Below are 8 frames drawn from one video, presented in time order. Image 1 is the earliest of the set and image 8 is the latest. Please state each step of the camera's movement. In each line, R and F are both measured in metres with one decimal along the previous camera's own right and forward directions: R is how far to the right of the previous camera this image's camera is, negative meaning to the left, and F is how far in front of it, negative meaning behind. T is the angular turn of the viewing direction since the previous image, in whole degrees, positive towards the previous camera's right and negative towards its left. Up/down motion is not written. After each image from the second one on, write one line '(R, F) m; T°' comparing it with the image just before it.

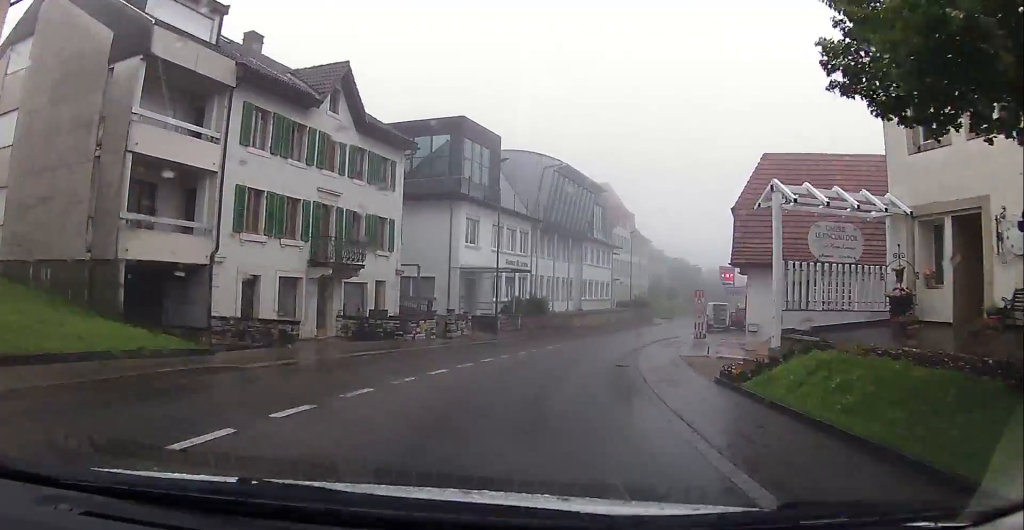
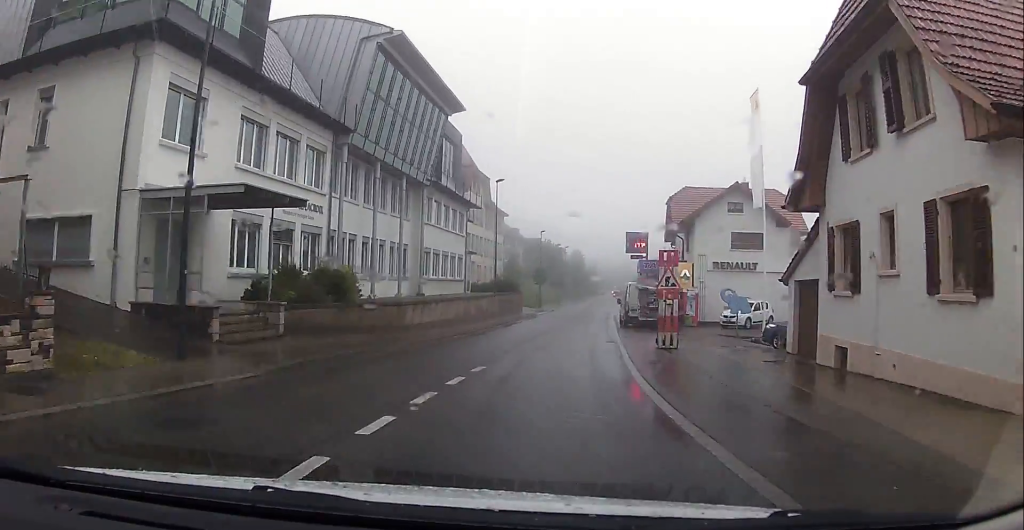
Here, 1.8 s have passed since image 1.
(+2.8, +21.8) m; +16°
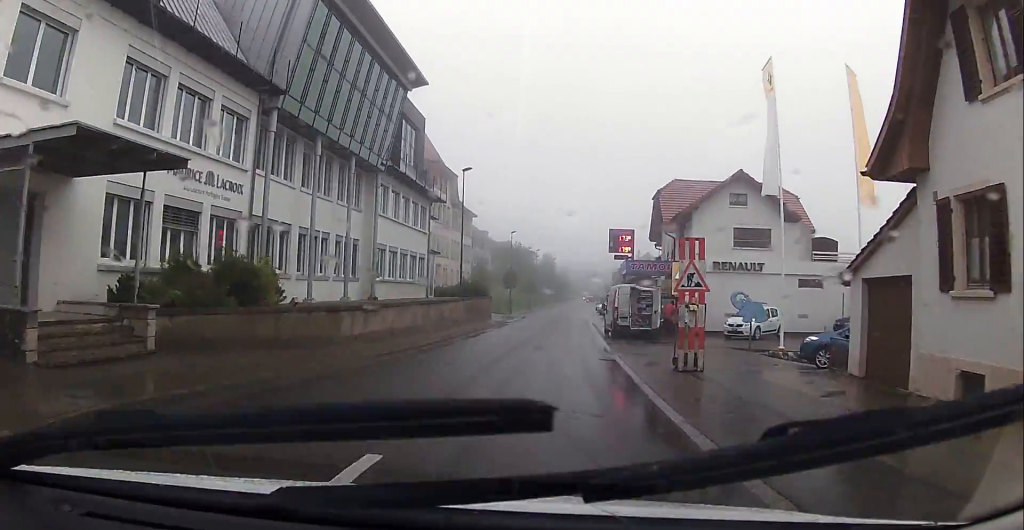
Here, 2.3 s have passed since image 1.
(+0.6, +5.5) m; +2°
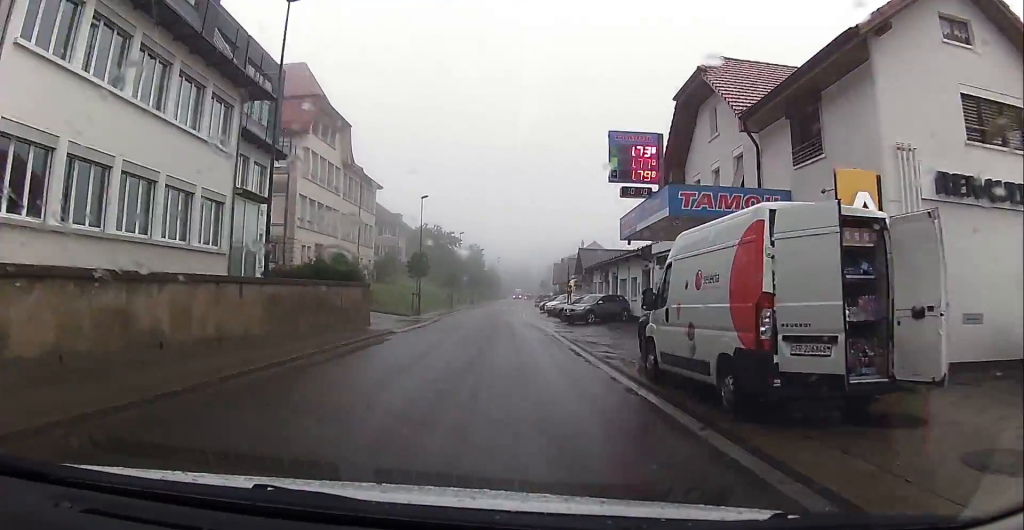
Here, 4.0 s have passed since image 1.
(+0.6, +23.6) m; +2°
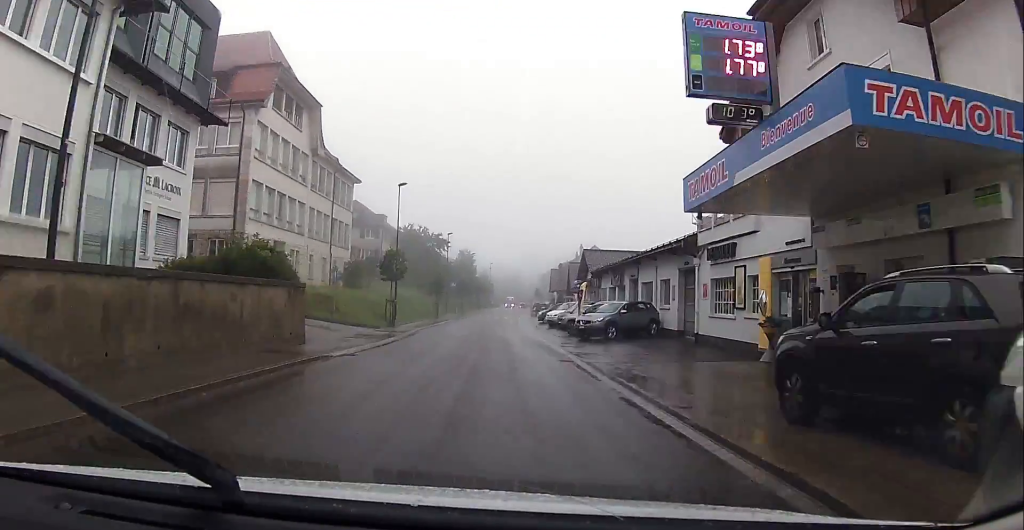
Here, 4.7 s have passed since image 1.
(-0.2, +8.8) m; +2°
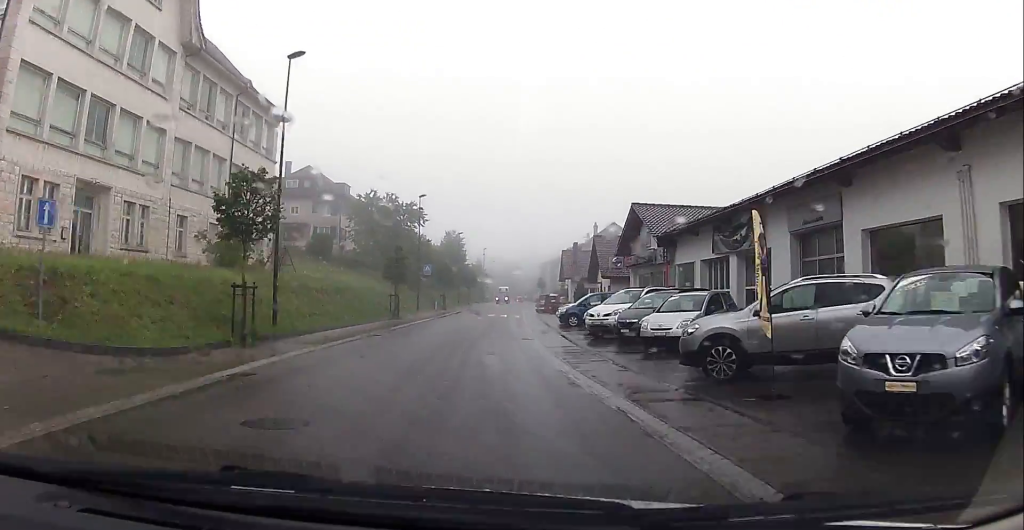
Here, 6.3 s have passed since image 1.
(+1.2, +23.1) m; +3°
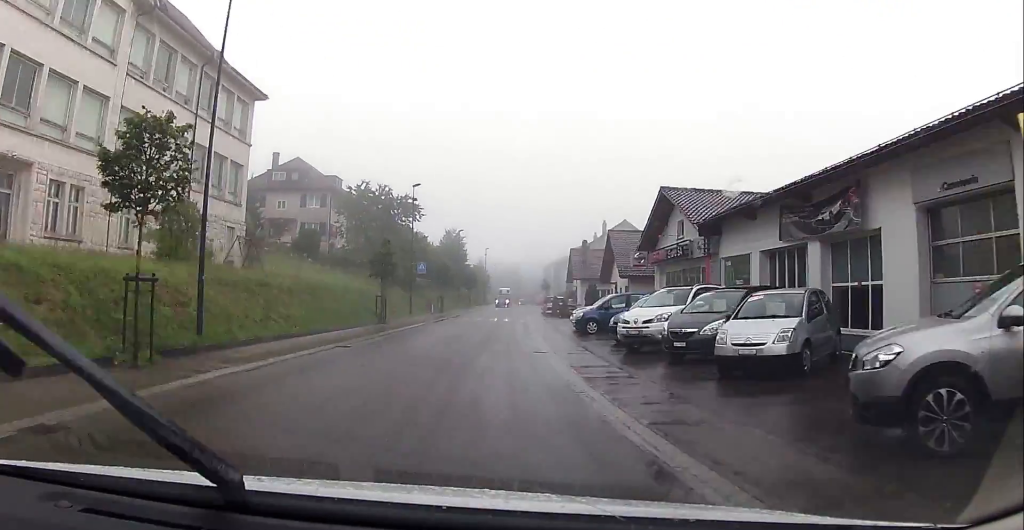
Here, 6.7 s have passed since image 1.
(0.0, +5.7) m; 0°
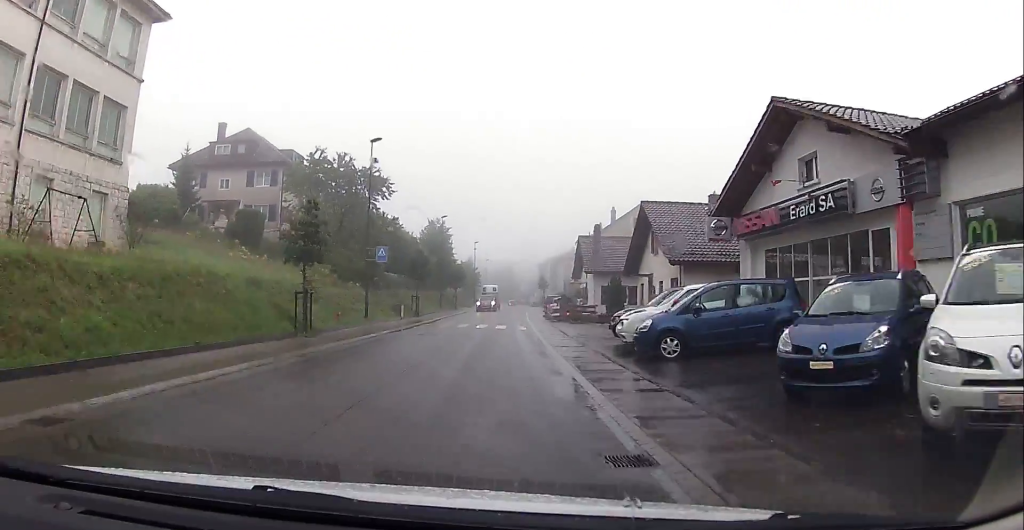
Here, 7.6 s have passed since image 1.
(0.0, +13.2) m; 0°
